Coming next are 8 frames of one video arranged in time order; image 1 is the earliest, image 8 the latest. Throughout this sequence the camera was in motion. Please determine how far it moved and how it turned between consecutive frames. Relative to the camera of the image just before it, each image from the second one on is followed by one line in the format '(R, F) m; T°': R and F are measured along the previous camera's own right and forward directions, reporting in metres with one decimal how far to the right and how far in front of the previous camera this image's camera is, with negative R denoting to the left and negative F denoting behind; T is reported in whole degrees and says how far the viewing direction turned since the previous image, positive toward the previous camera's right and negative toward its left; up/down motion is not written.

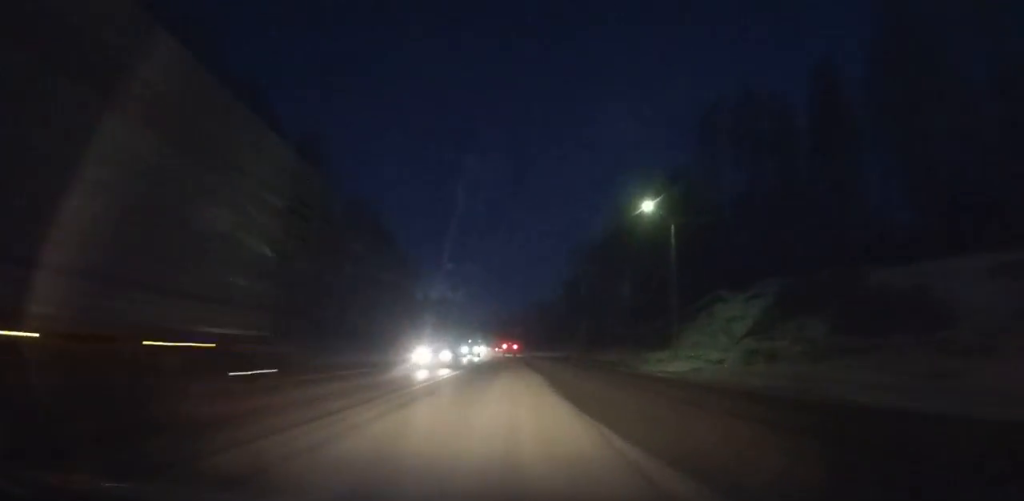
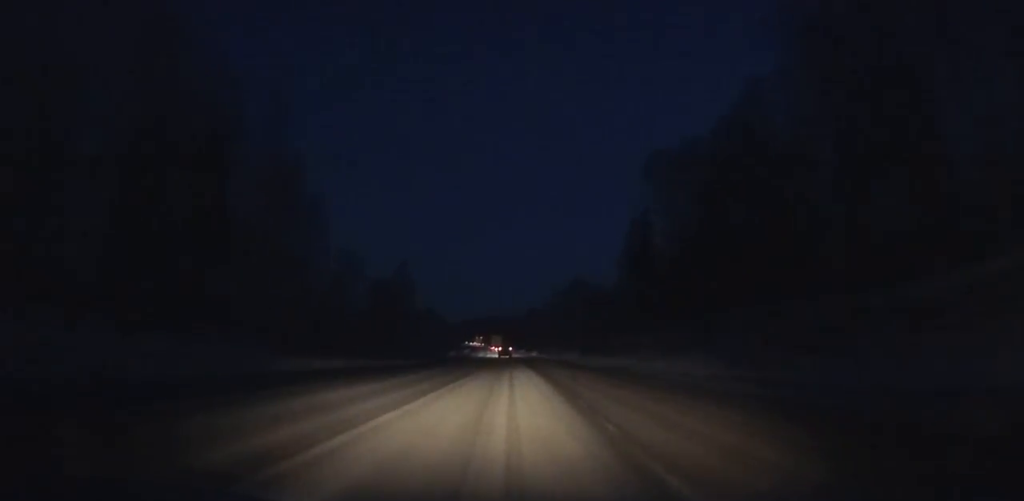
(-0.8, +59.5) m; -2°
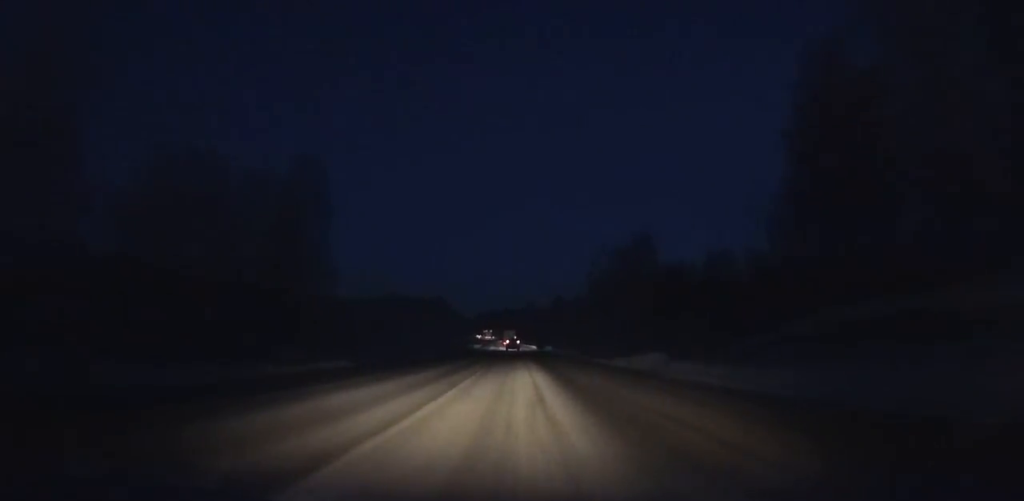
(-0.6, +45.1) m; -1°
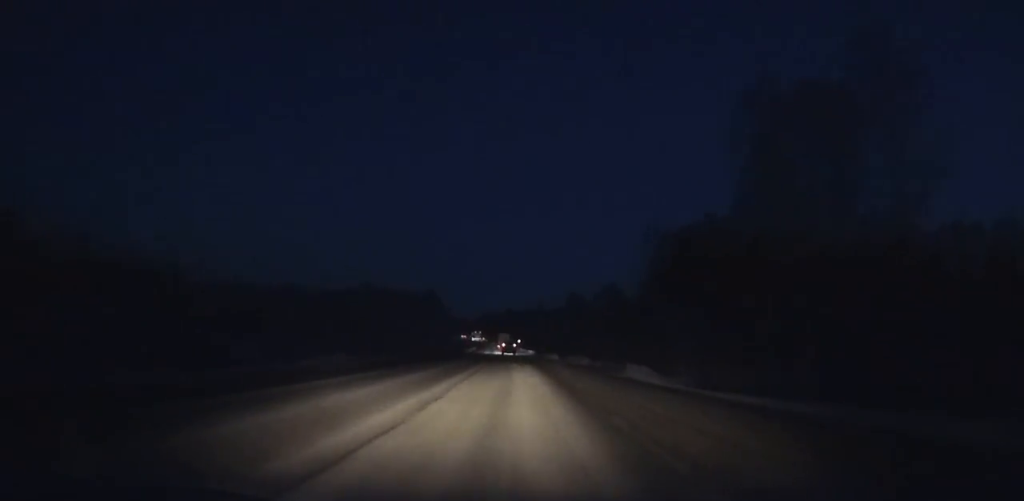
(-0.5, +46.4) m; -1°
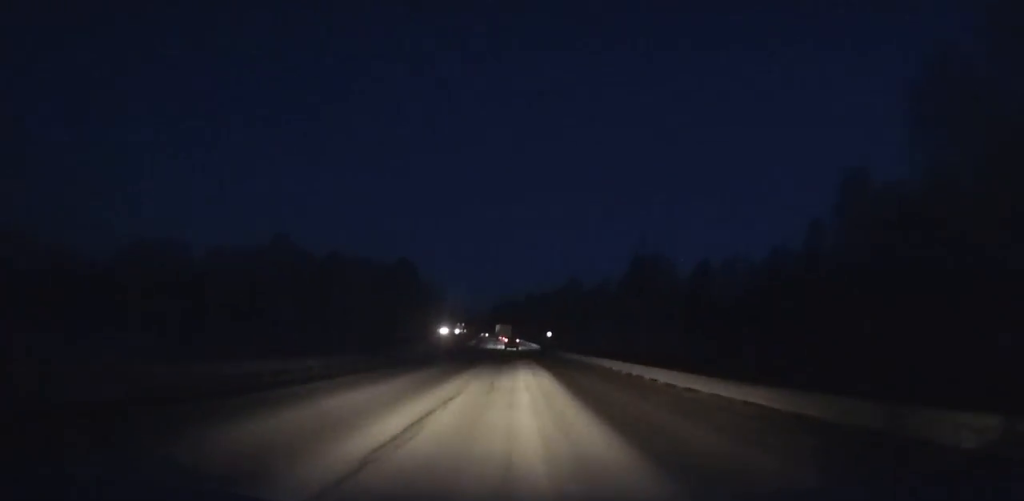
(-1.6, +80.8) m; -2°
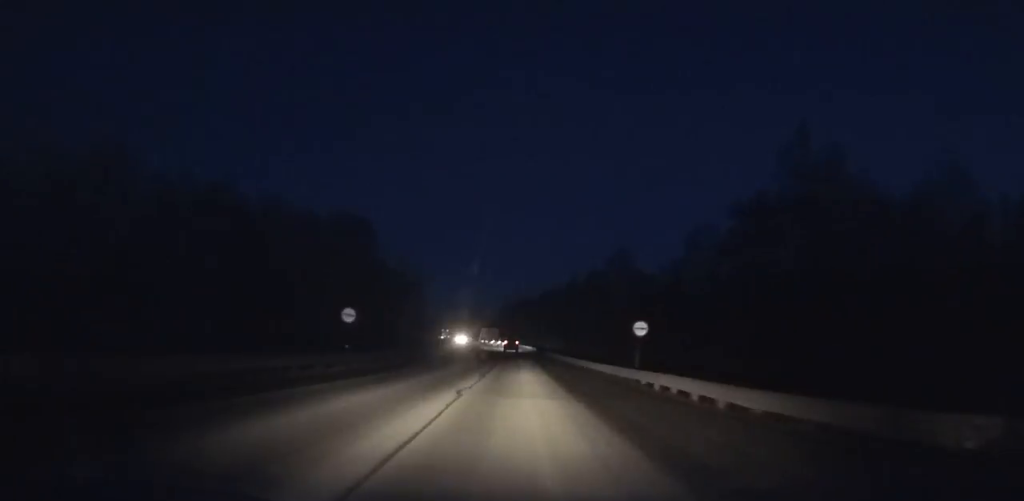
(-0.6, +56.2) m; -1°
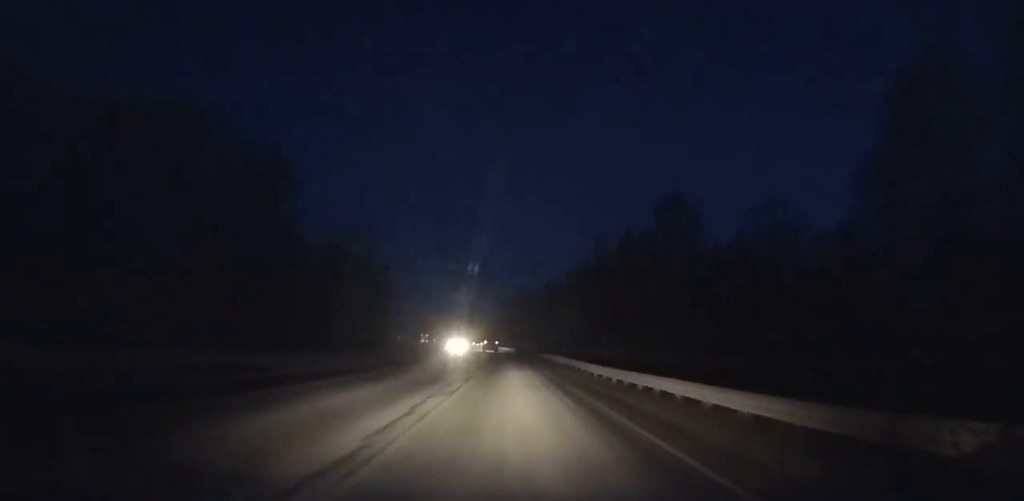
(-0.3, +35.2) m; -1°
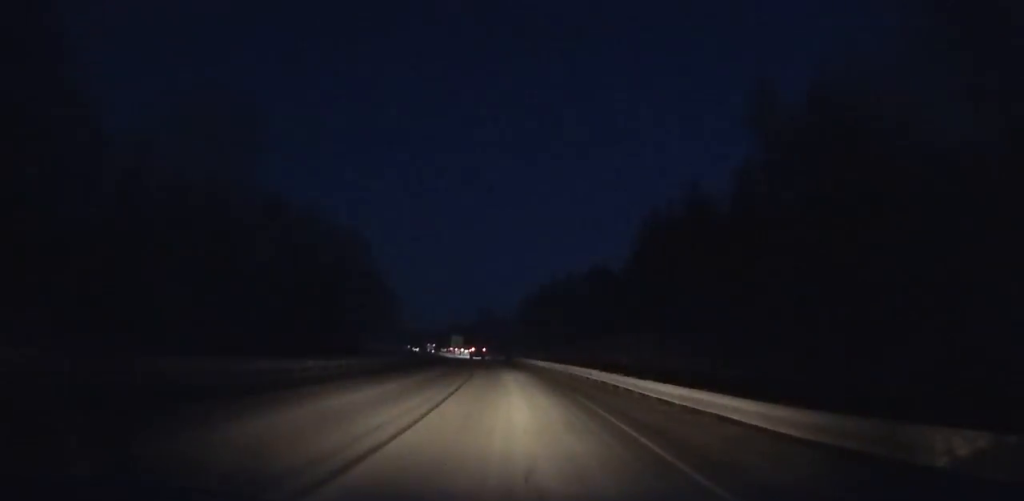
(-0.4, +42.8) m; -3°
